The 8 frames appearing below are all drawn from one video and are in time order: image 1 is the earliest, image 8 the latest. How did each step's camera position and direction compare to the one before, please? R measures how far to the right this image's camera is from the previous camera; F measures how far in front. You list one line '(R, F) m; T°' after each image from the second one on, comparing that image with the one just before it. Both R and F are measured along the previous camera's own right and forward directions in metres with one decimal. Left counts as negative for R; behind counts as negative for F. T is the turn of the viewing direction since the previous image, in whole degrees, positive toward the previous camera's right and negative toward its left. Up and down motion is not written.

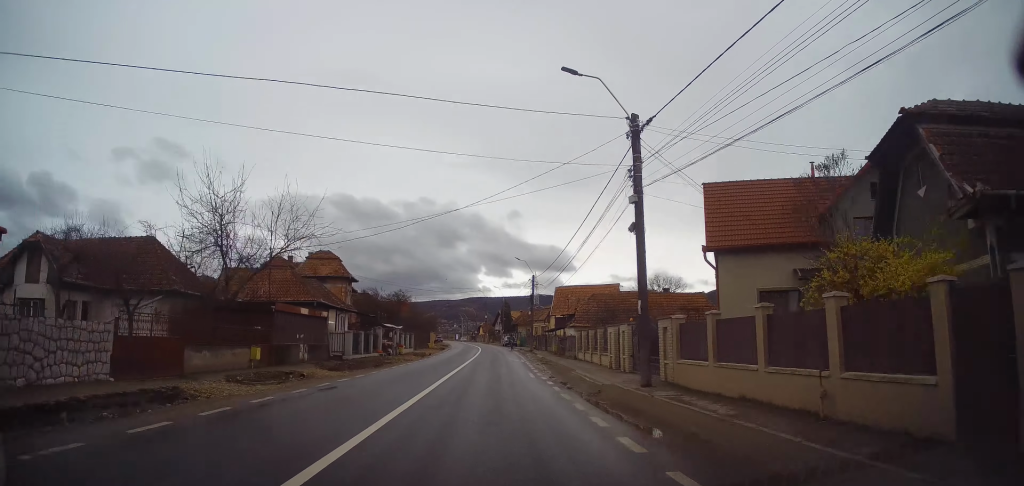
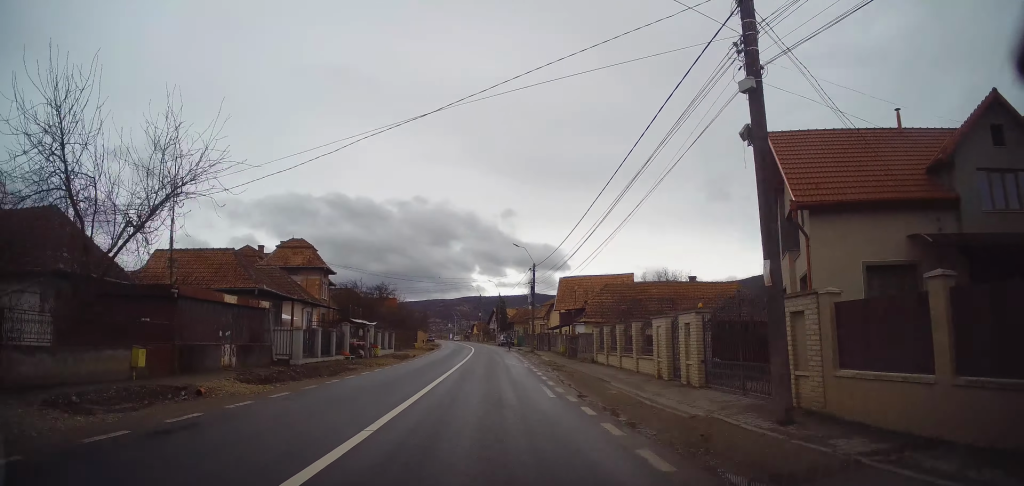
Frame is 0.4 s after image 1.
(+0.1, +7.0) m; 0°
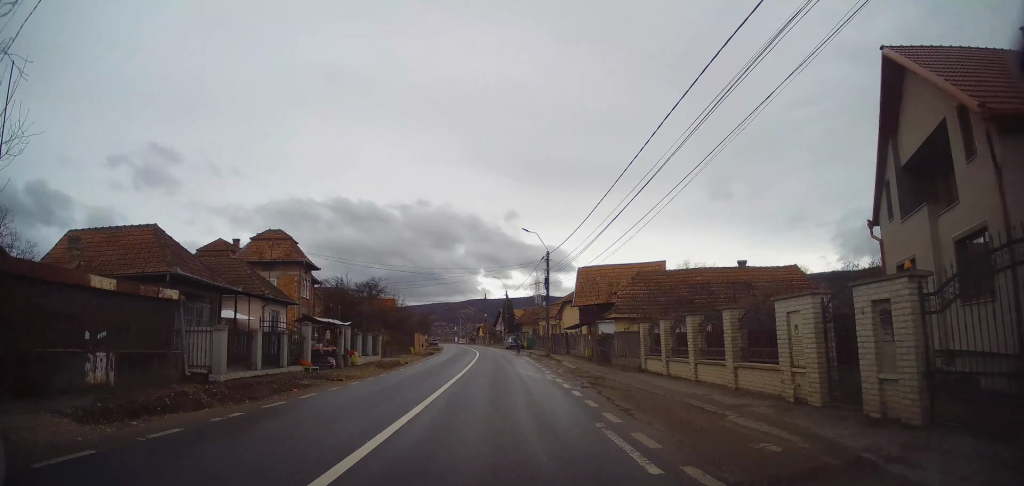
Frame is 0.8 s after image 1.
(+0.2, +7.0) m; 0°
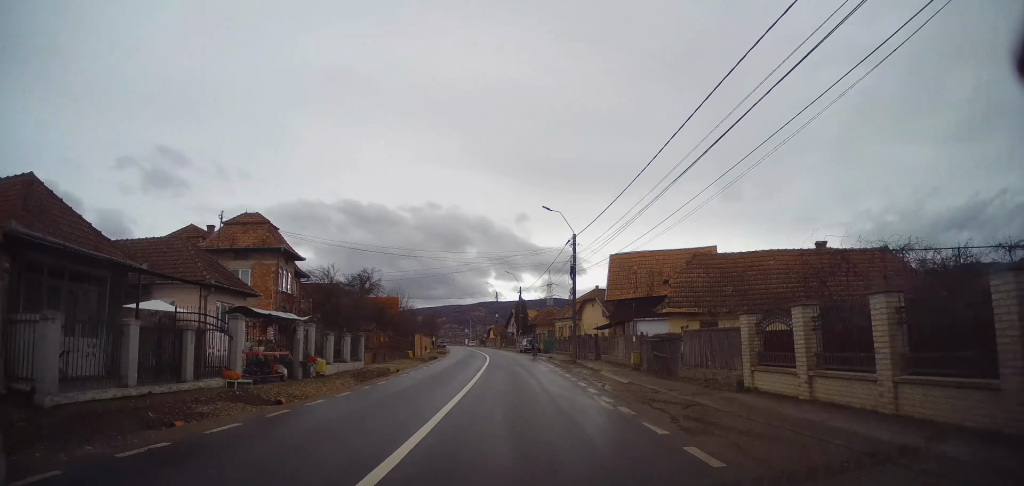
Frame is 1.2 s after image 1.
(+0.1, +7.0) m; 0°
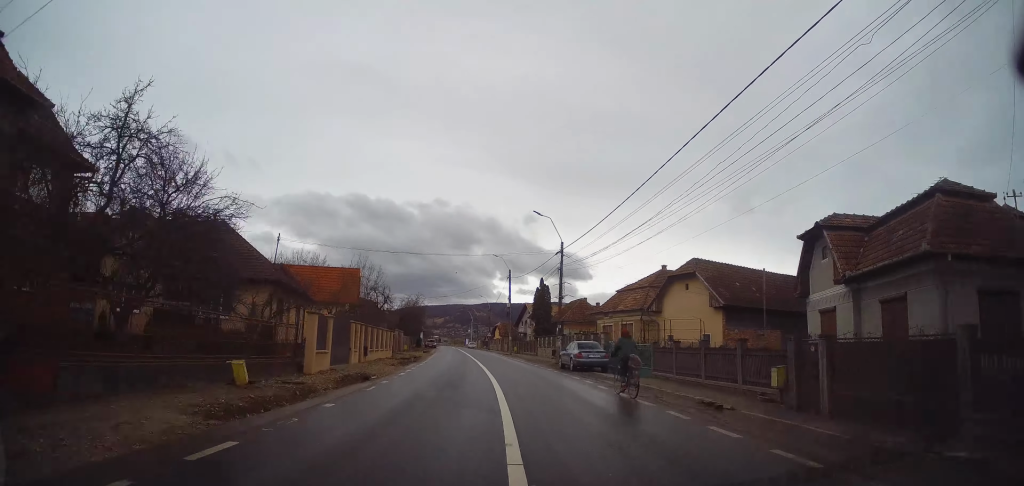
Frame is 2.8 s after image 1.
(-1.0, +27.9) m; -3°
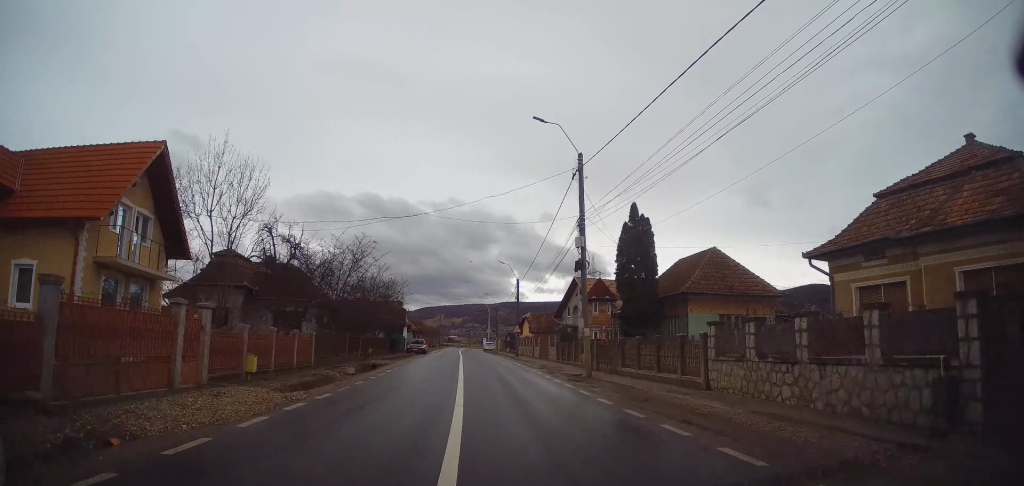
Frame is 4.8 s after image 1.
(+0.2, +35.8) m; +1°
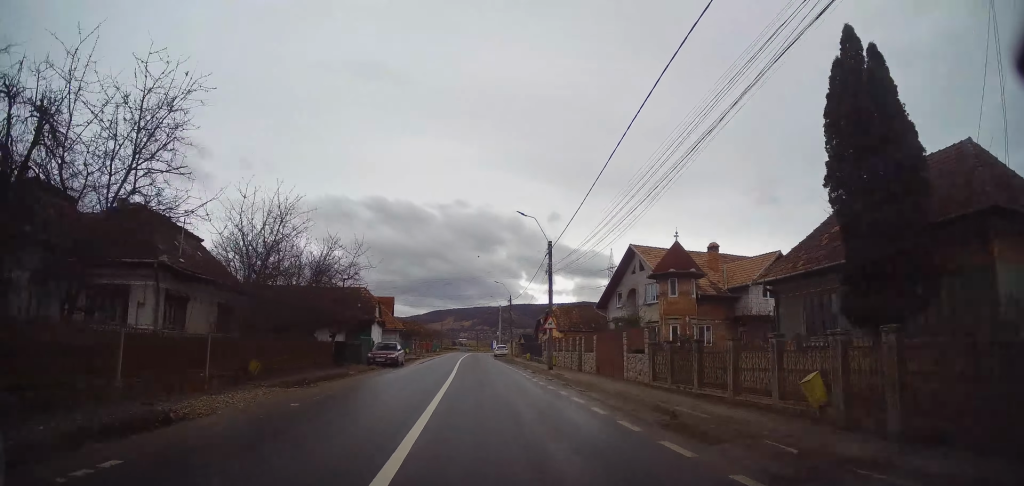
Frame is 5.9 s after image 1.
(-0.3, +19.3) m; -2°
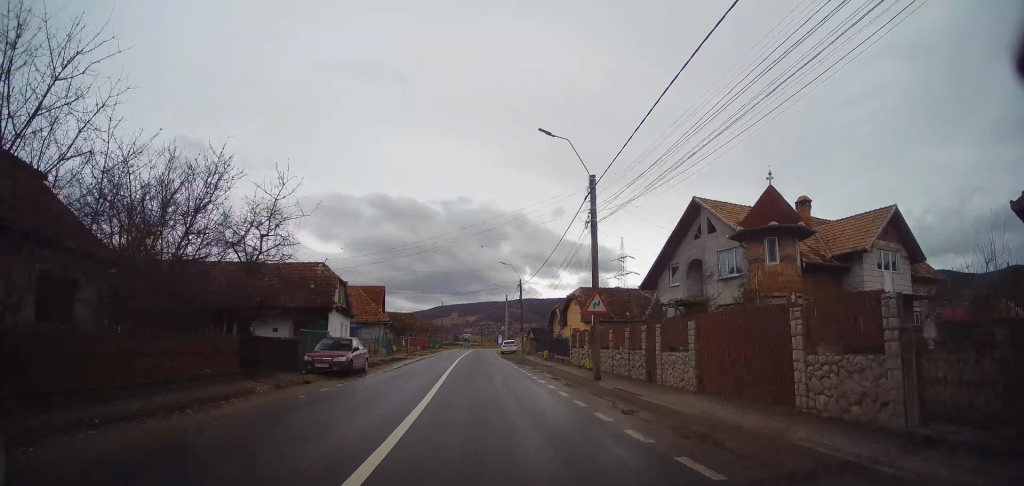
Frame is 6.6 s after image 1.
(-0.1, +11.2) m; -1°
